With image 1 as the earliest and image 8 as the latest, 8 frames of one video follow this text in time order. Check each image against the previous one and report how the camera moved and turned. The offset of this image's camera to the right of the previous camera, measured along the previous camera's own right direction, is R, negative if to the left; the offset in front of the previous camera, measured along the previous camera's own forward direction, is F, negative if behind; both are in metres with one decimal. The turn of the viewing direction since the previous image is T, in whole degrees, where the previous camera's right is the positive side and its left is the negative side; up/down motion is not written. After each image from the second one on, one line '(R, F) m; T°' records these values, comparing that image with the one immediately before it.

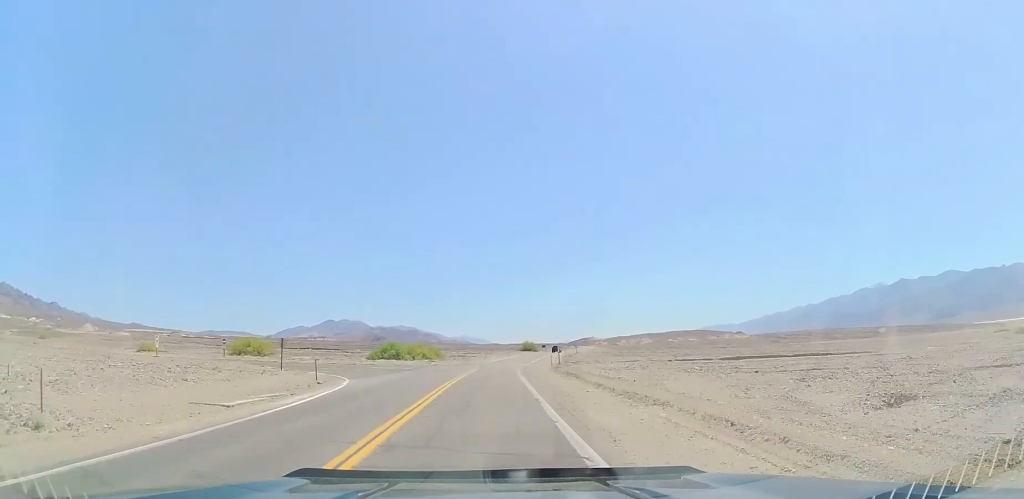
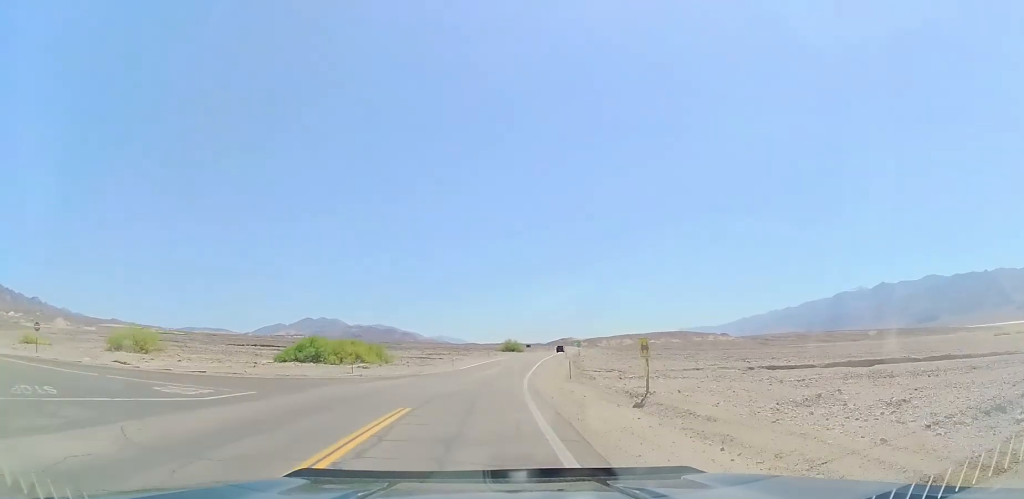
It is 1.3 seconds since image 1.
(0.0, +32.6) m; +1°
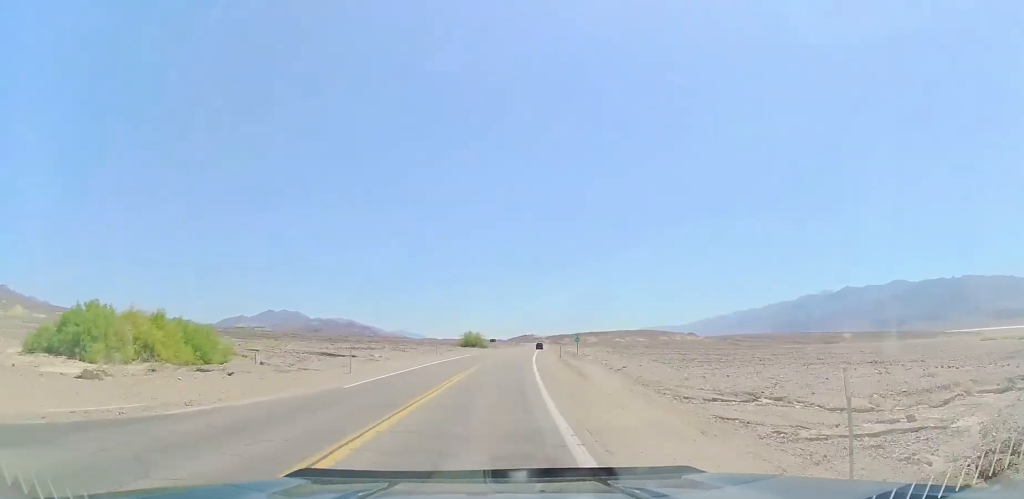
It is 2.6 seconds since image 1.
(+0.7, +33.4) m; +2°
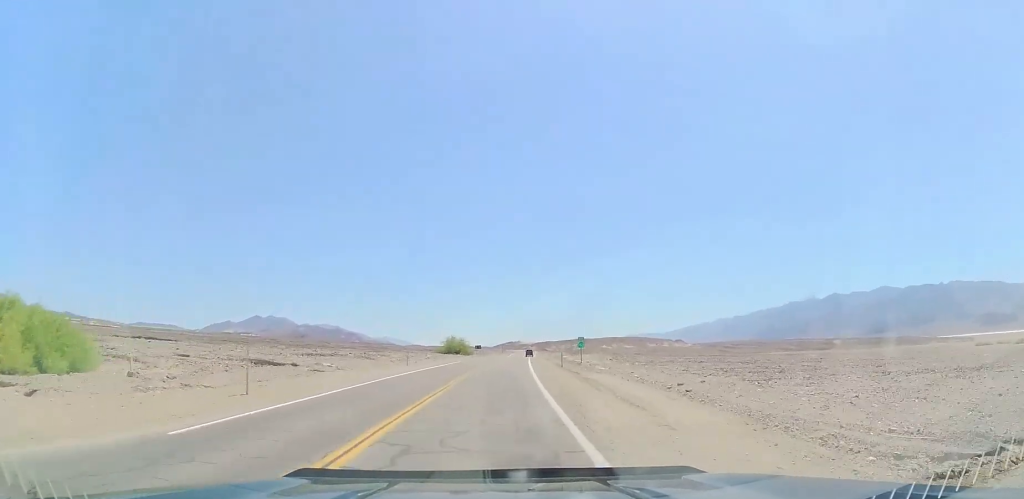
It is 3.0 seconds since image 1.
(0.0, +11.4) m; +2°
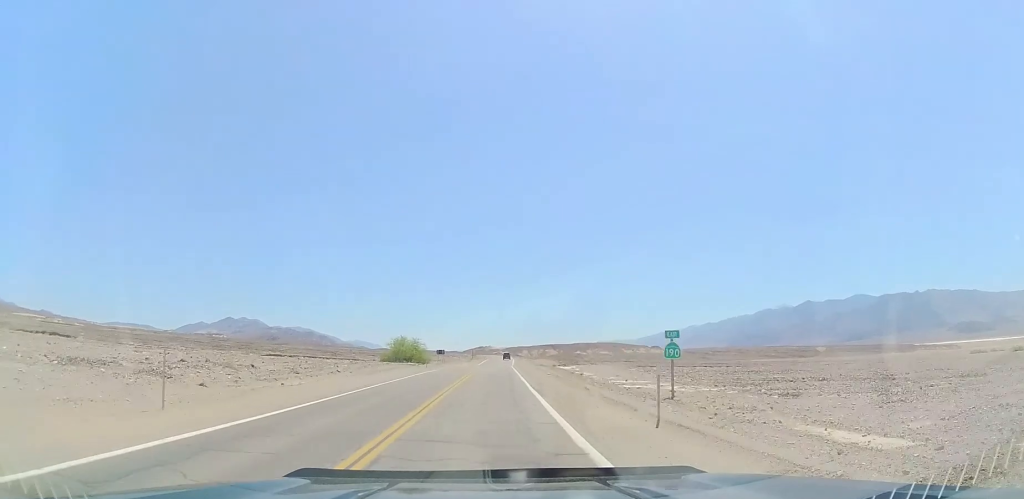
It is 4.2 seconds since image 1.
(+1.2, +31.6) m; +4°
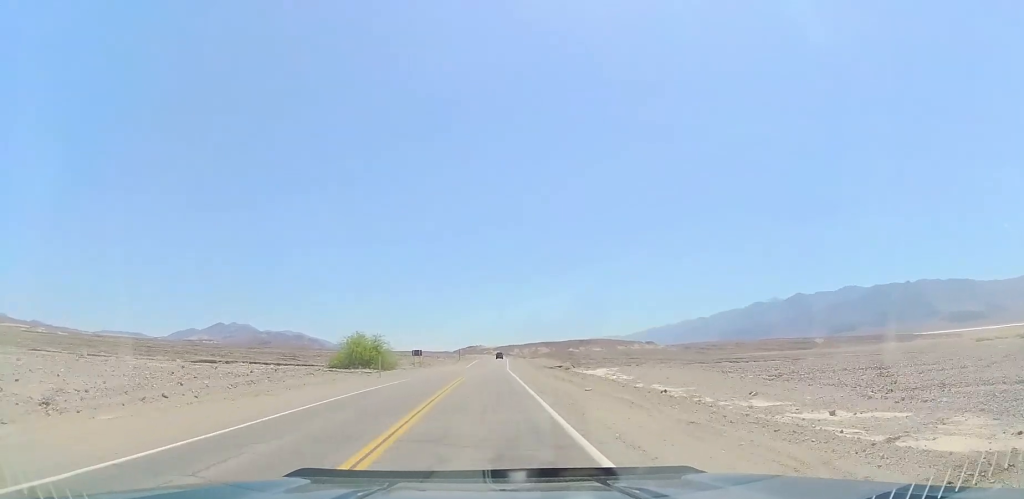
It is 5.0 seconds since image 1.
(+0.5, +21.5) m; +2°
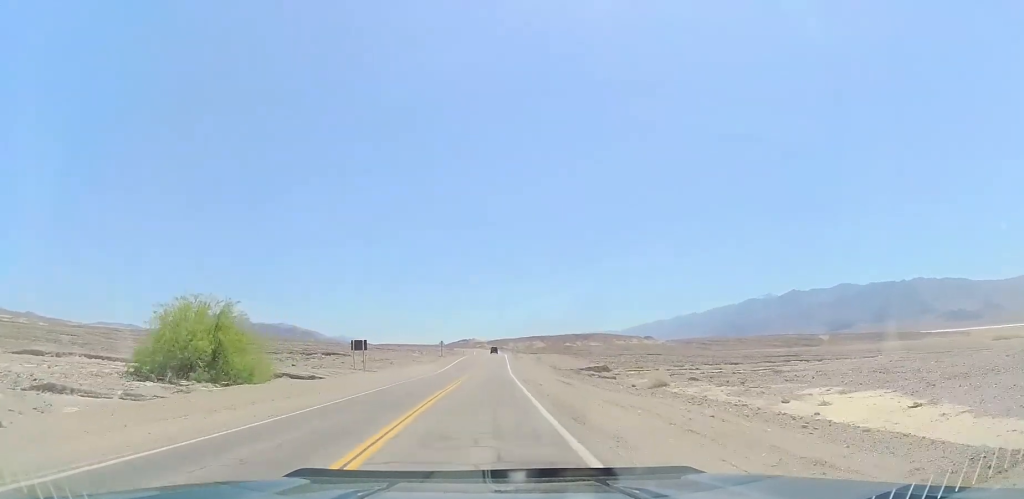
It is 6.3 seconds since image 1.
(+0.7, +33.5) m; +2°
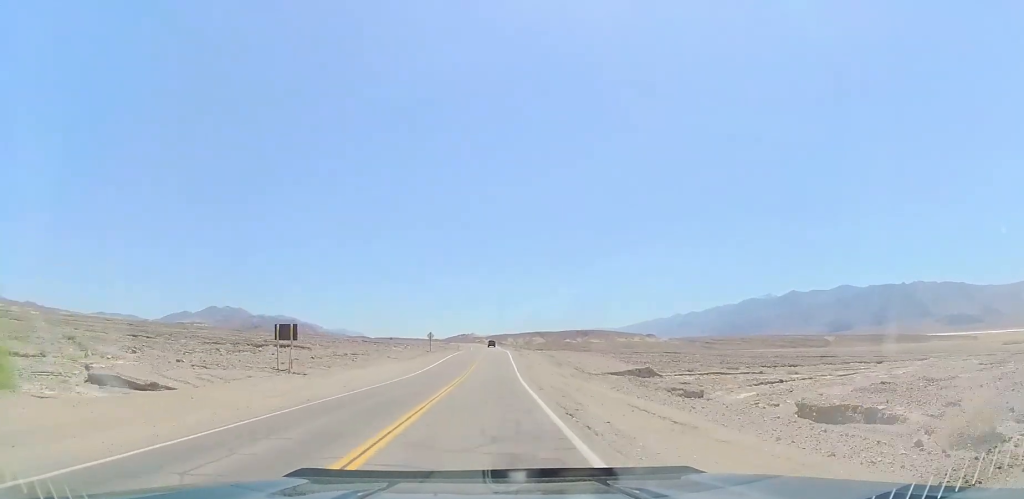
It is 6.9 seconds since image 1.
(+0.2, +18.2) m; 0°
